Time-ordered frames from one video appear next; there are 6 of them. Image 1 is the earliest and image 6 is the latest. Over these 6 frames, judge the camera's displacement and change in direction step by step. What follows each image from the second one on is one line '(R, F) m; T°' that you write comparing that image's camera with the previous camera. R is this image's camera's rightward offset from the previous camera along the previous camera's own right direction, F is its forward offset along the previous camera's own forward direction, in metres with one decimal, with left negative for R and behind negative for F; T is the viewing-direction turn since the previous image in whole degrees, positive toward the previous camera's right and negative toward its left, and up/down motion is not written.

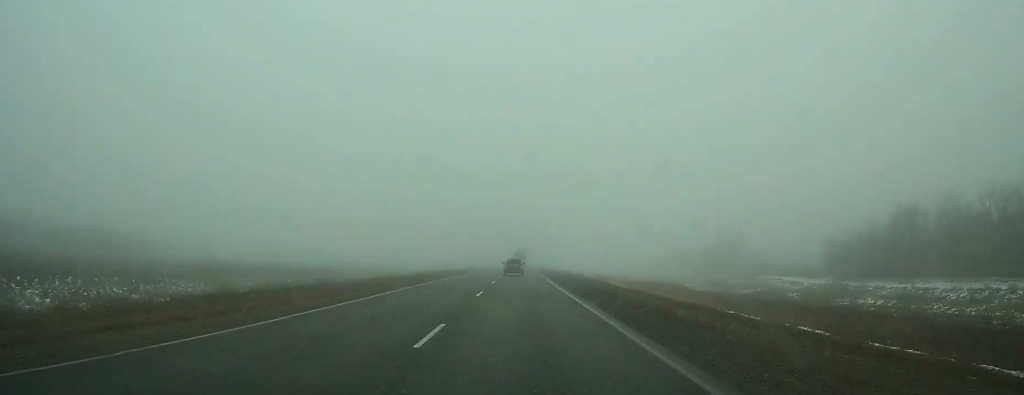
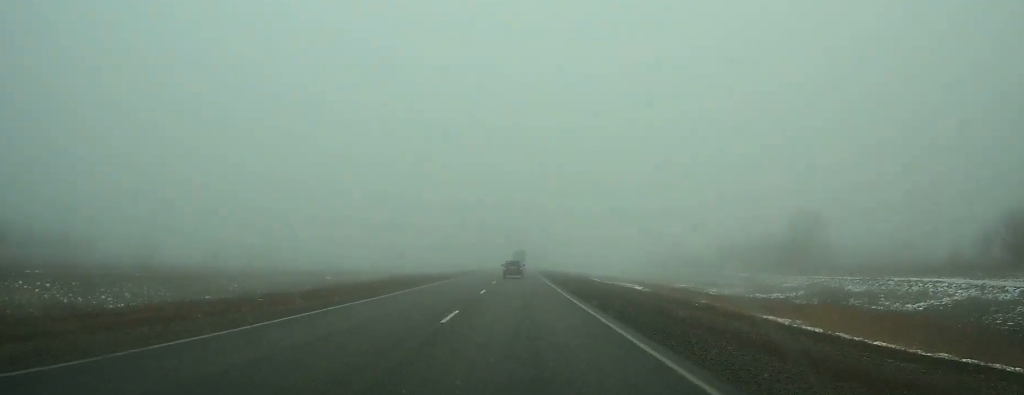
(0.0, +31.5) m; 0°
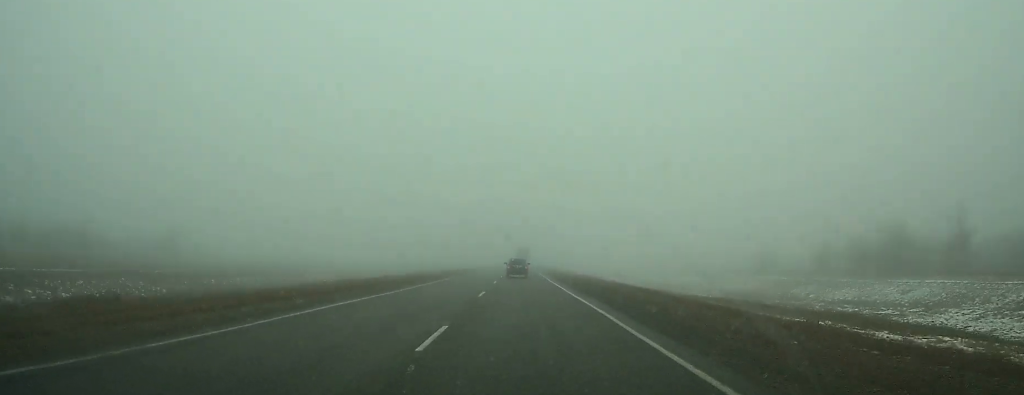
(+0.1, +109.7) m; 0°
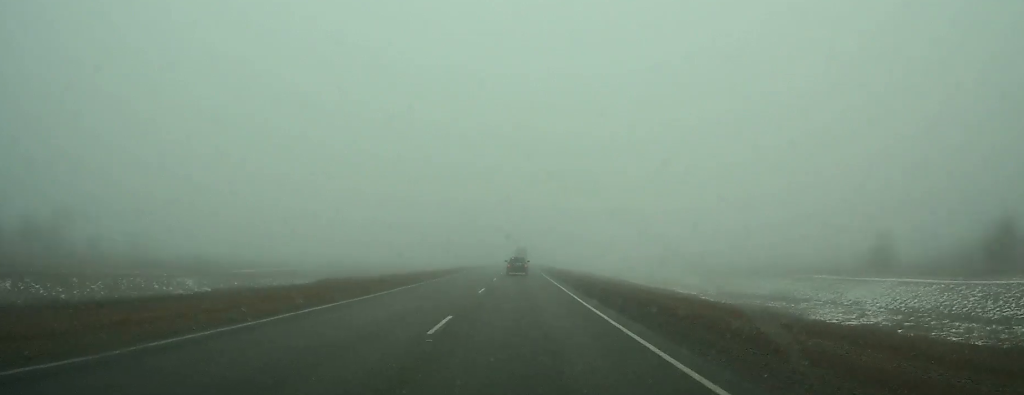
(+0.1, +35.9) m; 0°
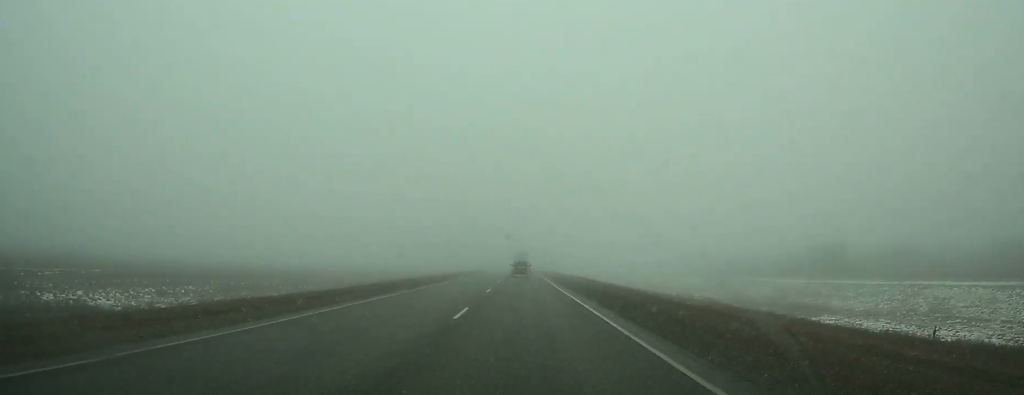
(0.0, +94.4) m; 0°
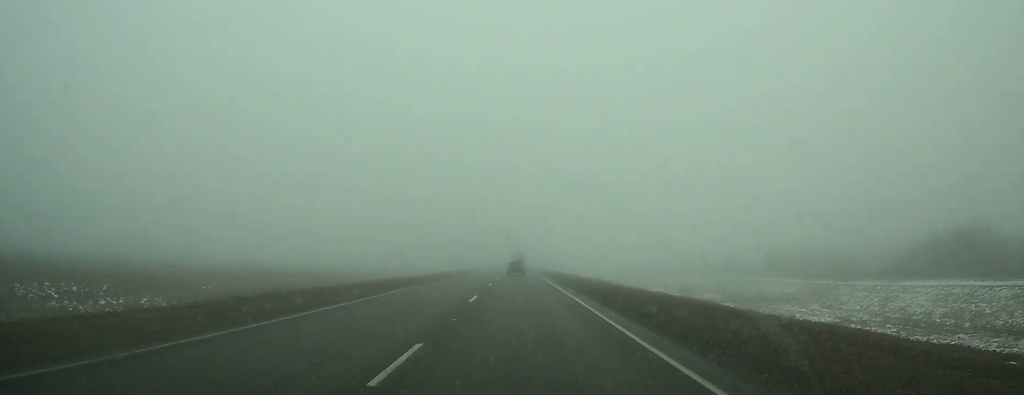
(0.0, +30.2) m; 0°
